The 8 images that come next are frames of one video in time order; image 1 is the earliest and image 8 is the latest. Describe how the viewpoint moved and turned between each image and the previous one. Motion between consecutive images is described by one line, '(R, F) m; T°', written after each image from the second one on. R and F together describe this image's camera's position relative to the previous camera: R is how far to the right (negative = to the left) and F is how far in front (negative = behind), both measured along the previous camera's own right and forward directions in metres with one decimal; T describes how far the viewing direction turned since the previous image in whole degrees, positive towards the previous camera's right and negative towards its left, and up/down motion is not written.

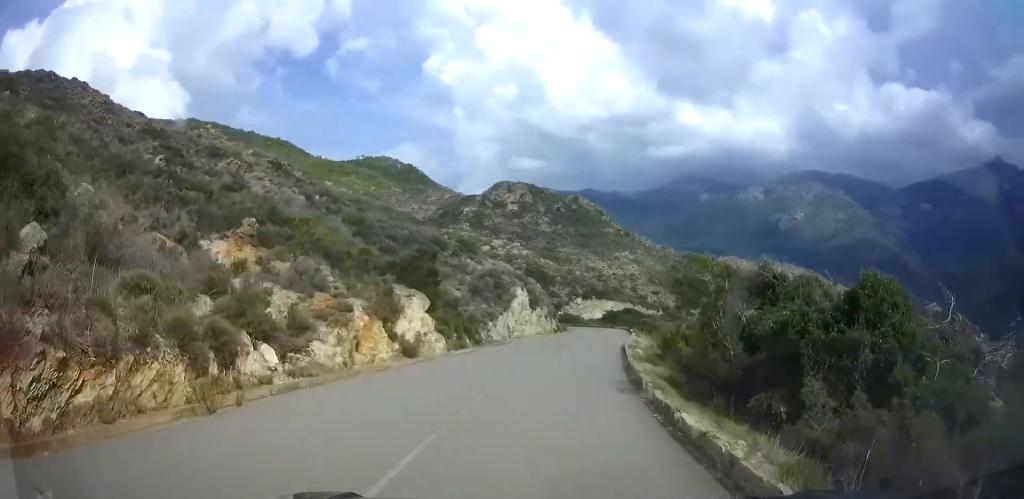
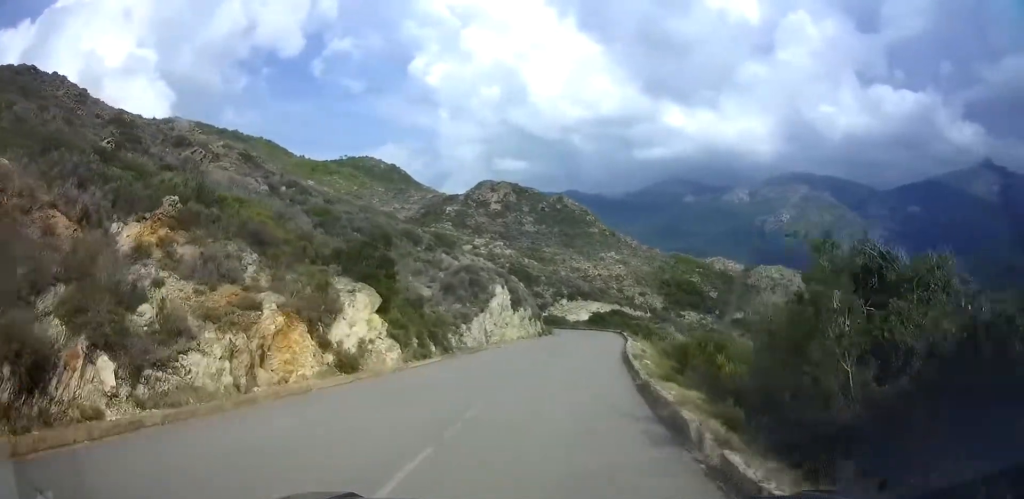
(0.0, +5.1) m; +2°
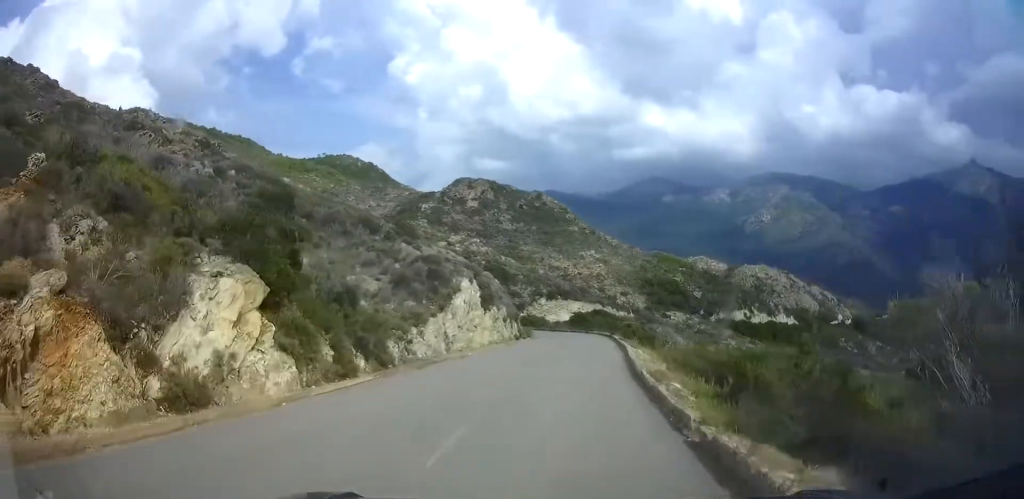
(+0.2, +6.7) m; +1°
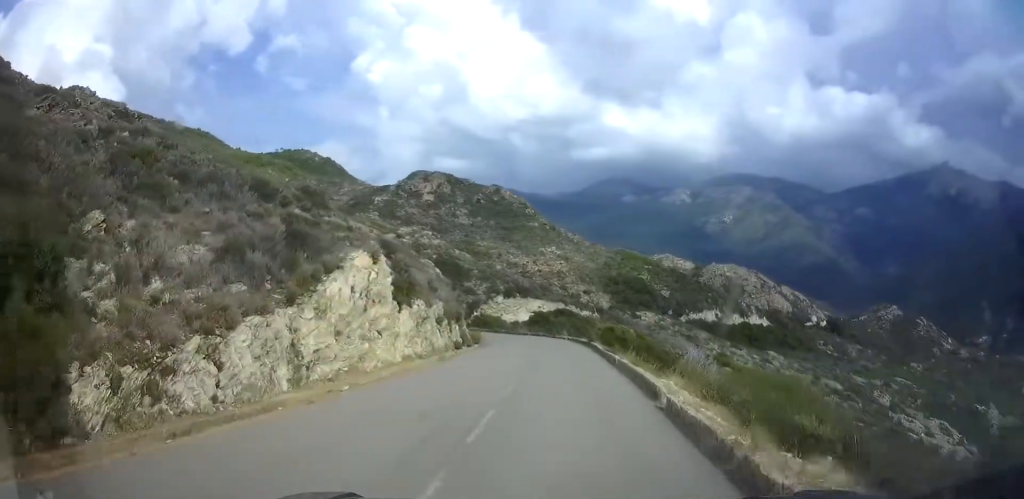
(+0.2, +11.7) m; +2°
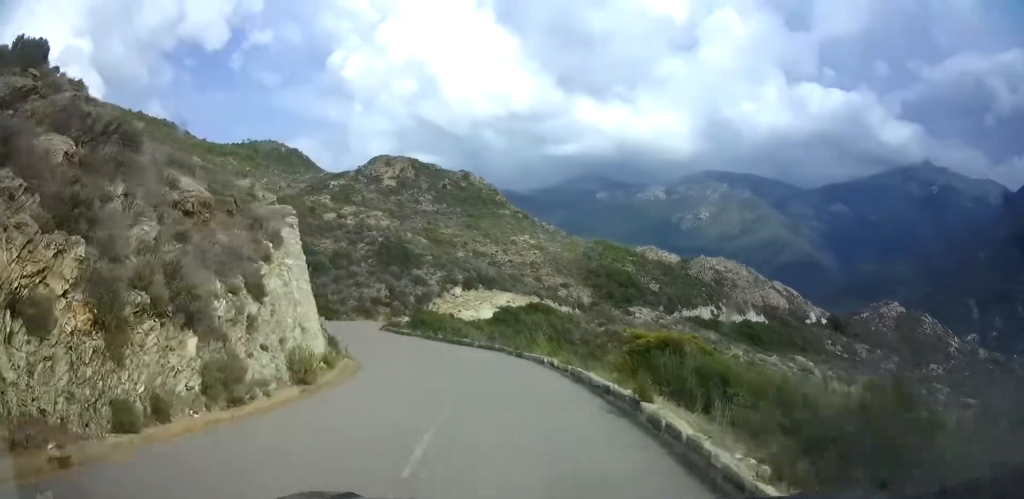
(+0.4, +22.3) m; 0°
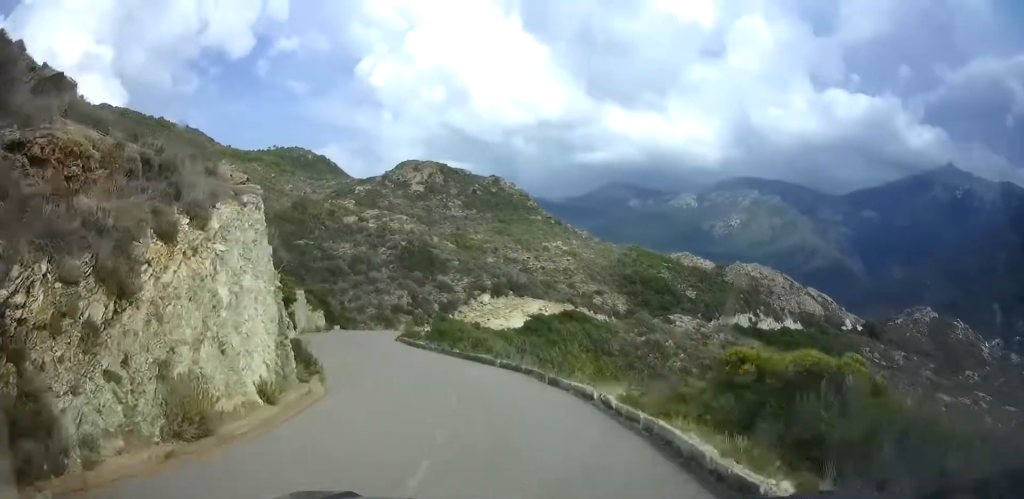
(+0.1, +6.0) m; -2°
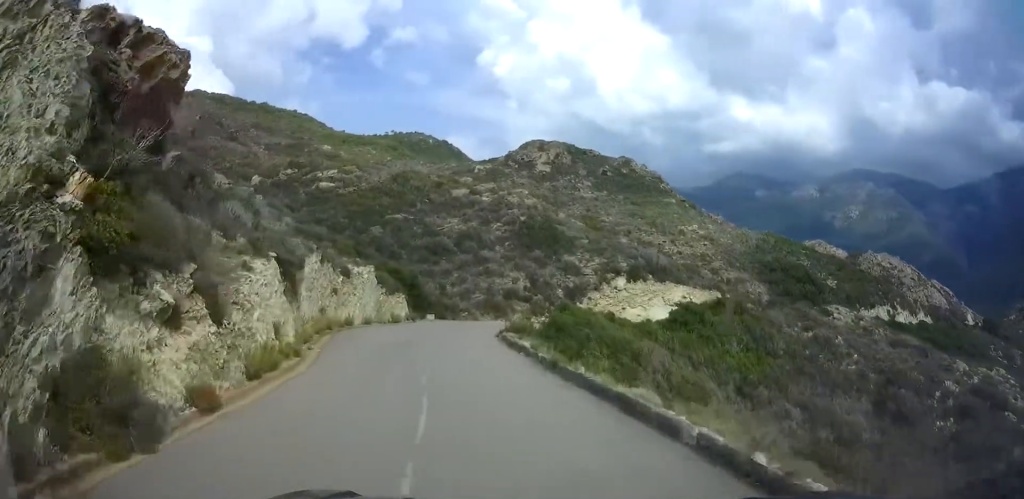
(-0.8, +14.0) m; -7°
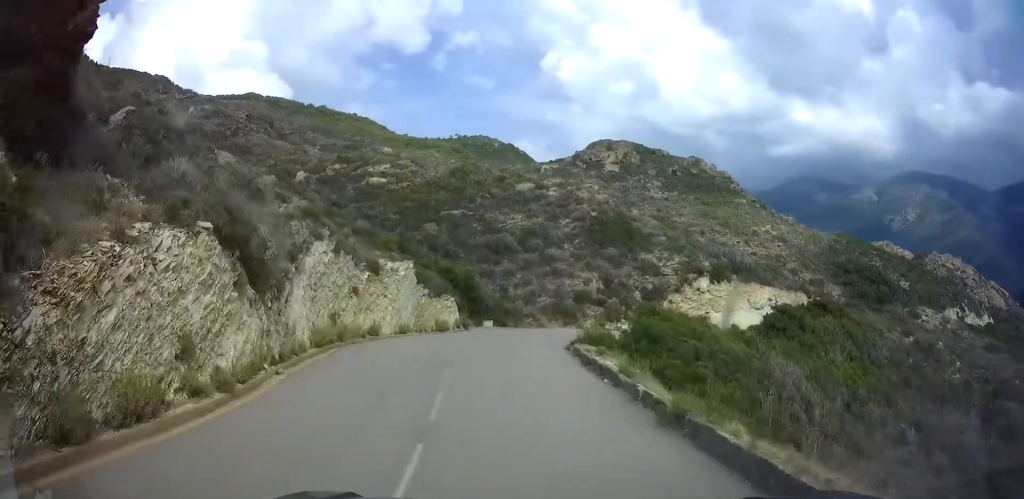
(-0.4, +7.6) m; -3°
